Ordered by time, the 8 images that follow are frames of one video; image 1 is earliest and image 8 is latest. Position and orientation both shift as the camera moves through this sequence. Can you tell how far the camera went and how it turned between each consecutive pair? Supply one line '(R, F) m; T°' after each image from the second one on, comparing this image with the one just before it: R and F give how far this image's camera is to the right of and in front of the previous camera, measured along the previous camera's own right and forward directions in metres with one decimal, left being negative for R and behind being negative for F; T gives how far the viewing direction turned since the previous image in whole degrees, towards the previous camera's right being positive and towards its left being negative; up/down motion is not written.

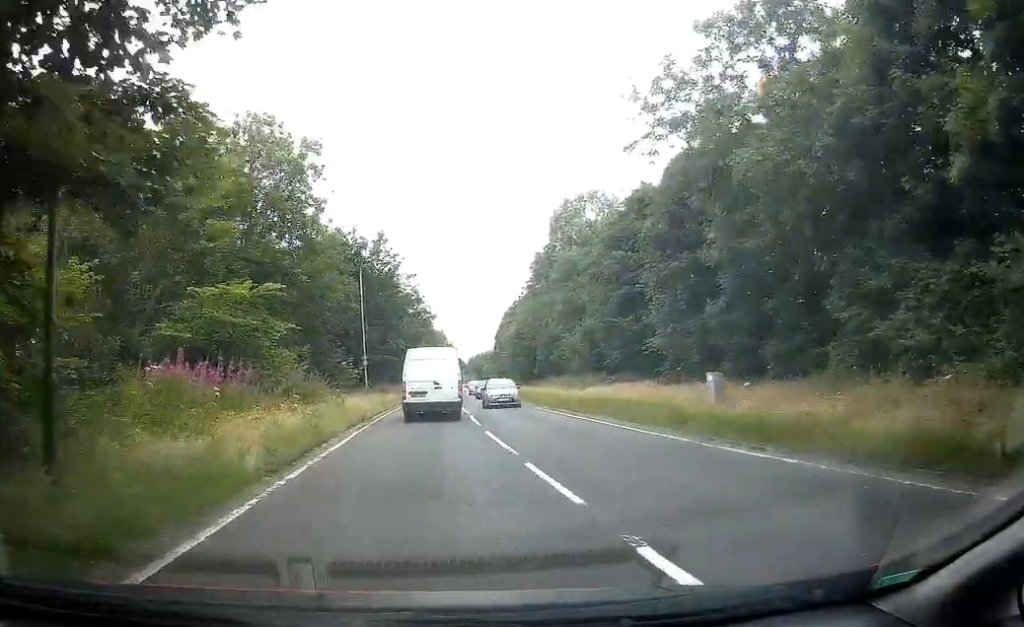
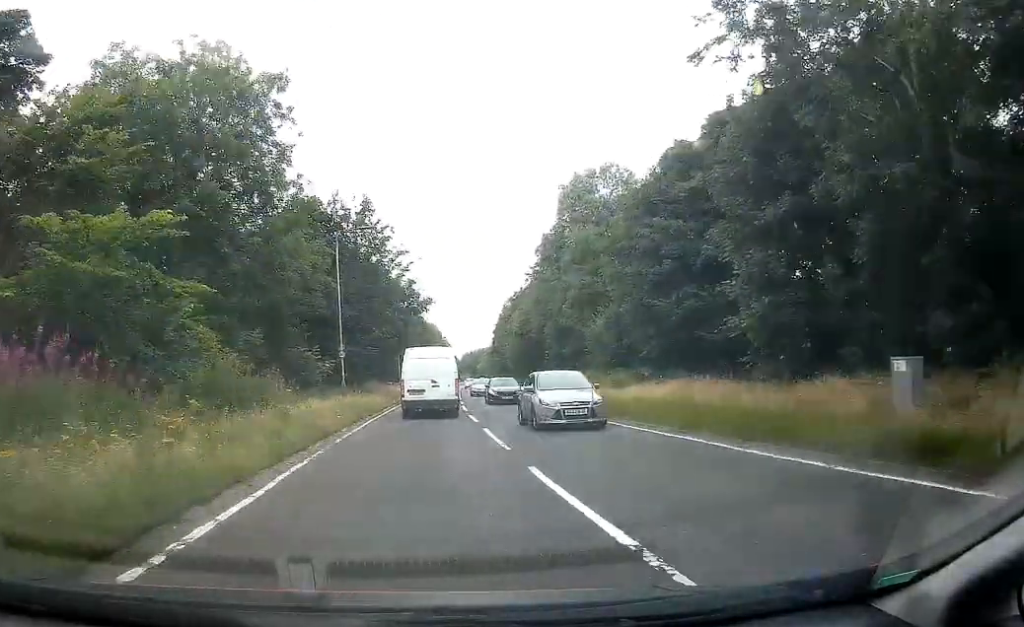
(-0.1, +8.8) m; 0°
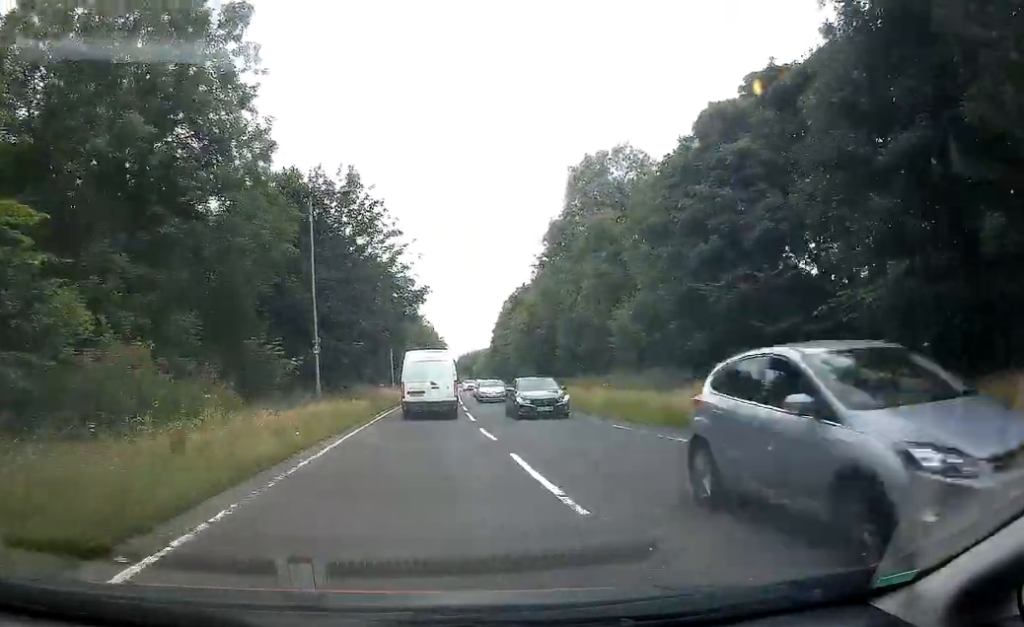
(+0.1, +6.2) m; +1°
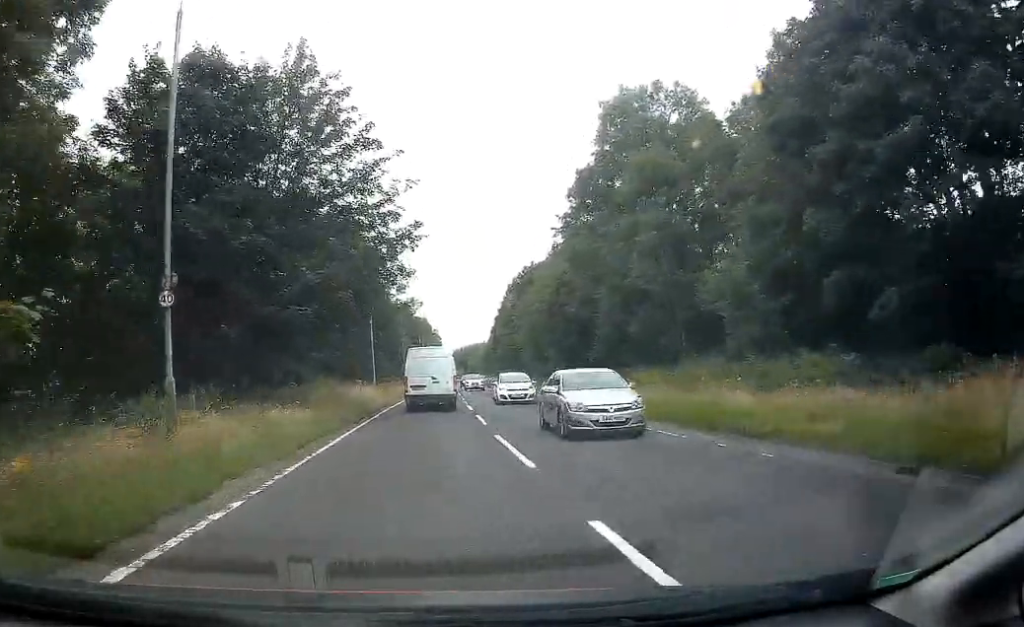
(+0.2, +14.7) m; +1°
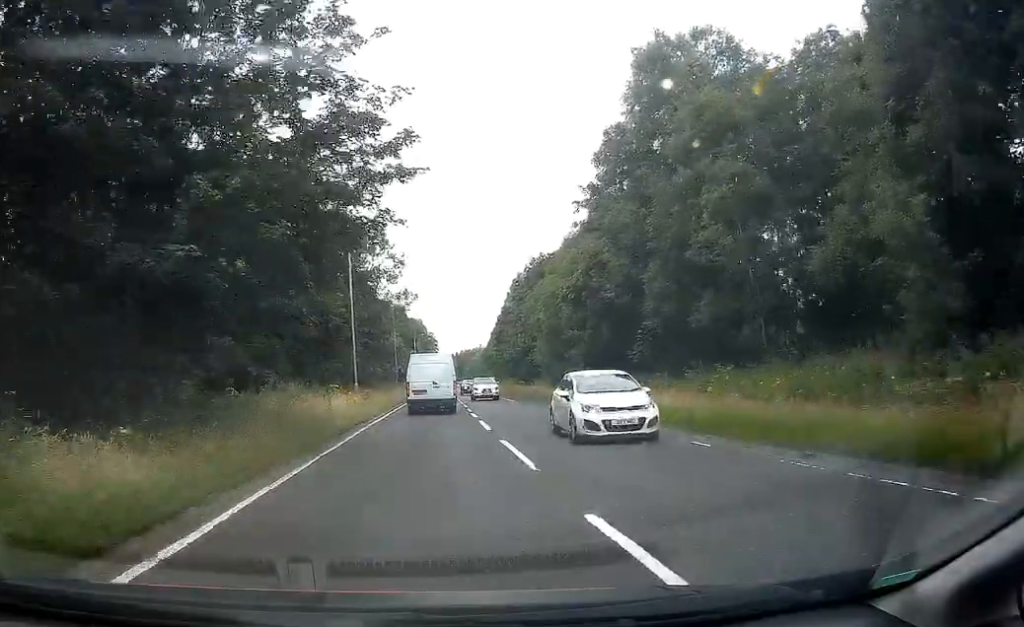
(+0.1, +9.5) m; 0°
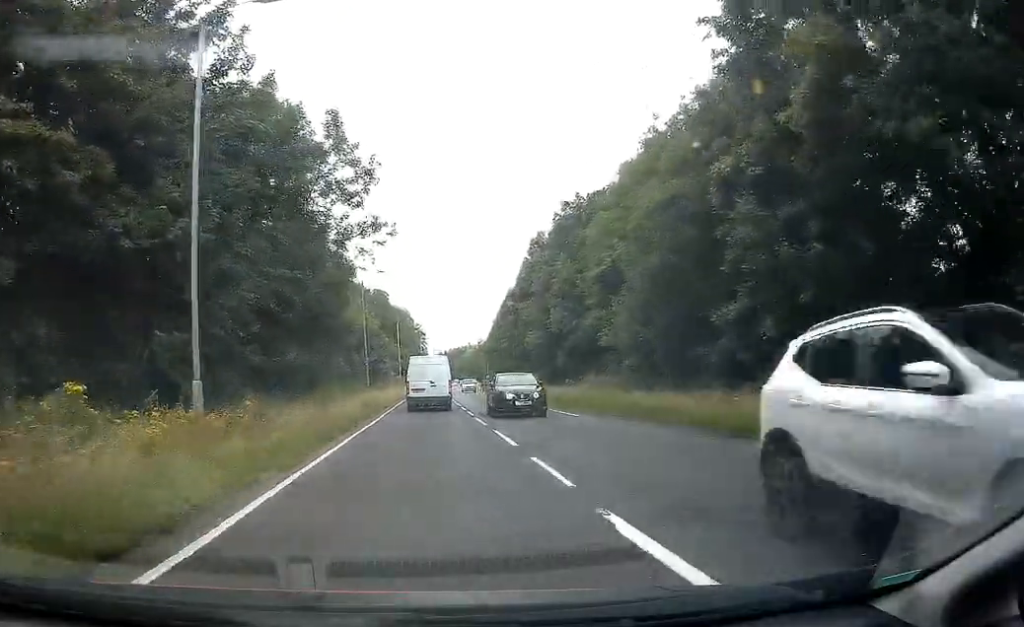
(+0.1, +22.9) m; +1°
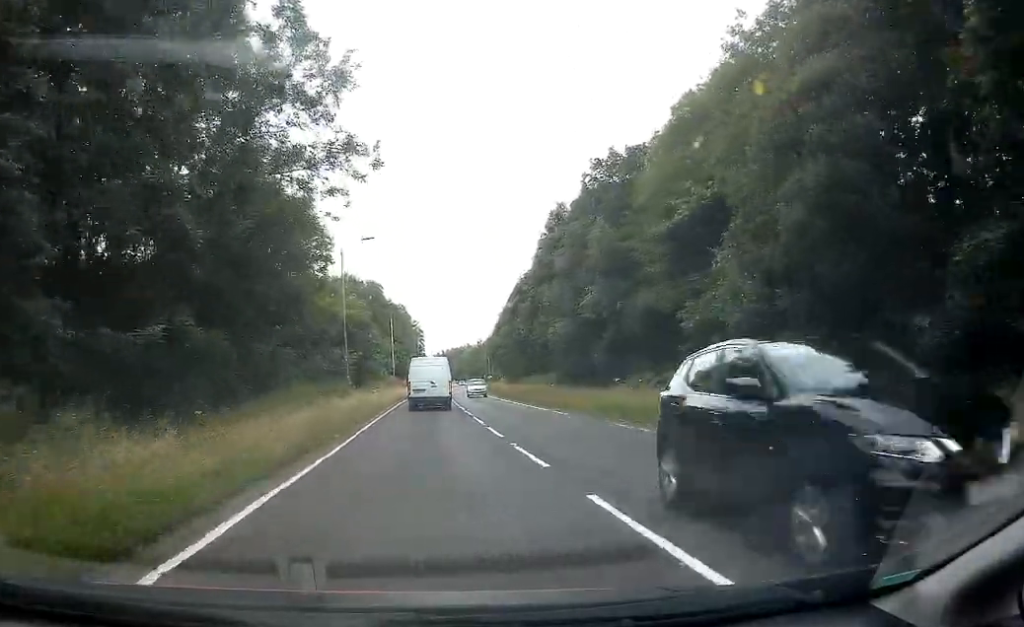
(+0.1, +10.5) m; 0°
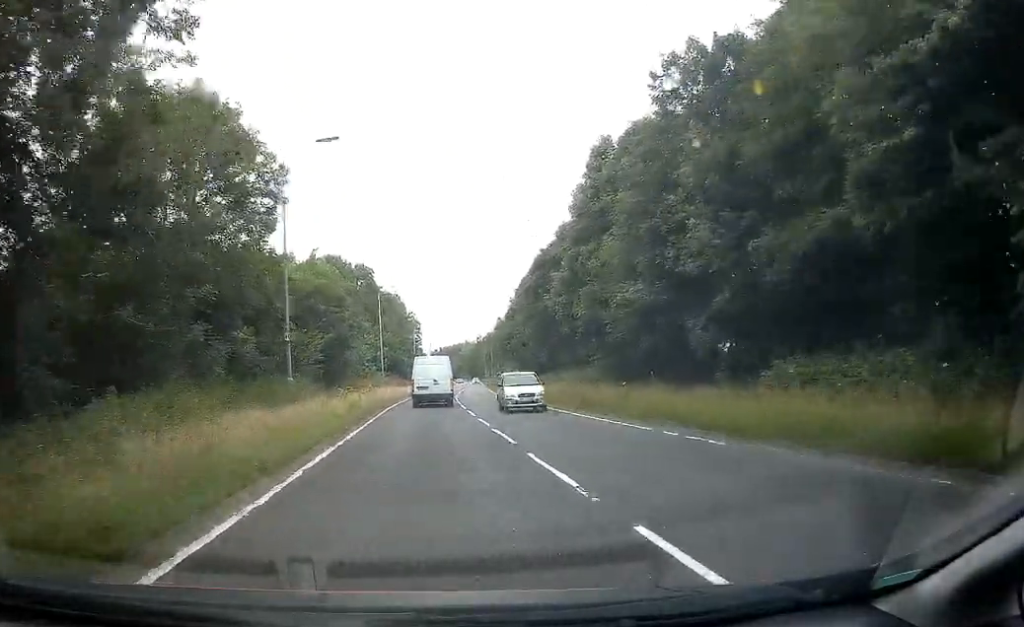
(-0.2, +13.9) m; 0°
